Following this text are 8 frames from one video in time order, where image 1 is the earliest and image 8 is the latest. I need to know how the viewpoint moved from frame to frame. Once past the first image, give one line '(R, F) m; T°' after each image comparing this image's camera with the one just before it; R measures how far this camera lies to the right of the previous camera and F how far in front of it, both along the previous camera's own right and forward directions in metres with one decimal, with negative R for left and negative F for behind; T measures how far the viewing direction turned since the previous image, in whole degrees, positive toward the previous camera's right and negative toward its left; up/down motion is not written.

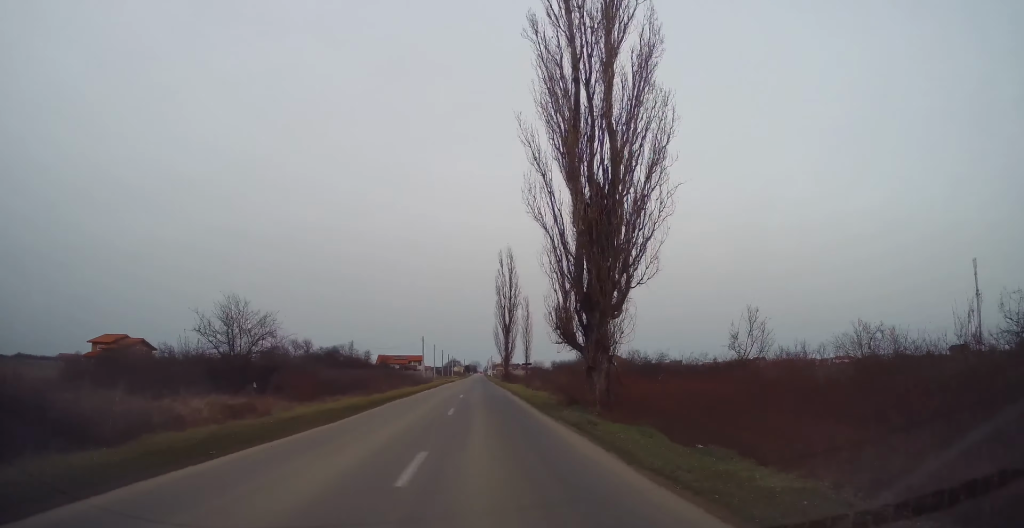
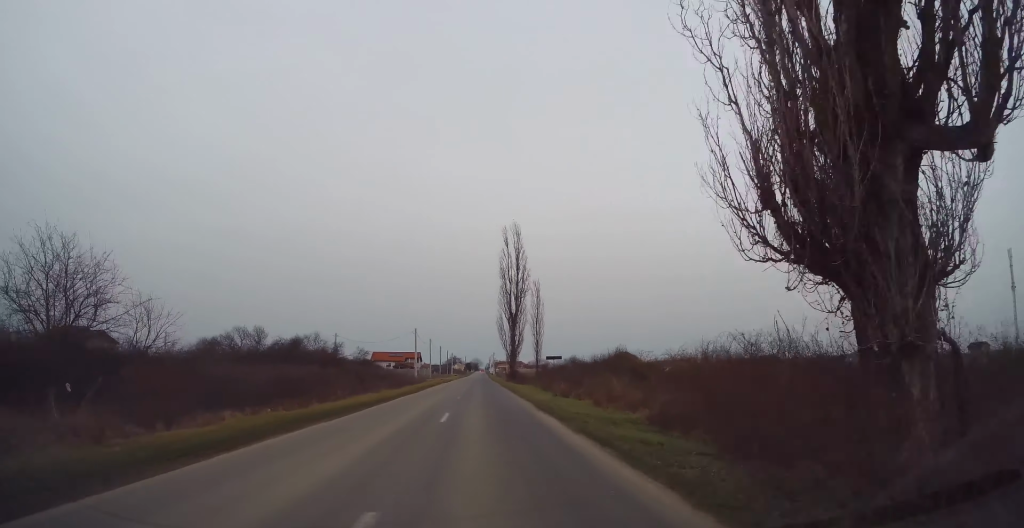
(0.0, +16.0) m; 0°
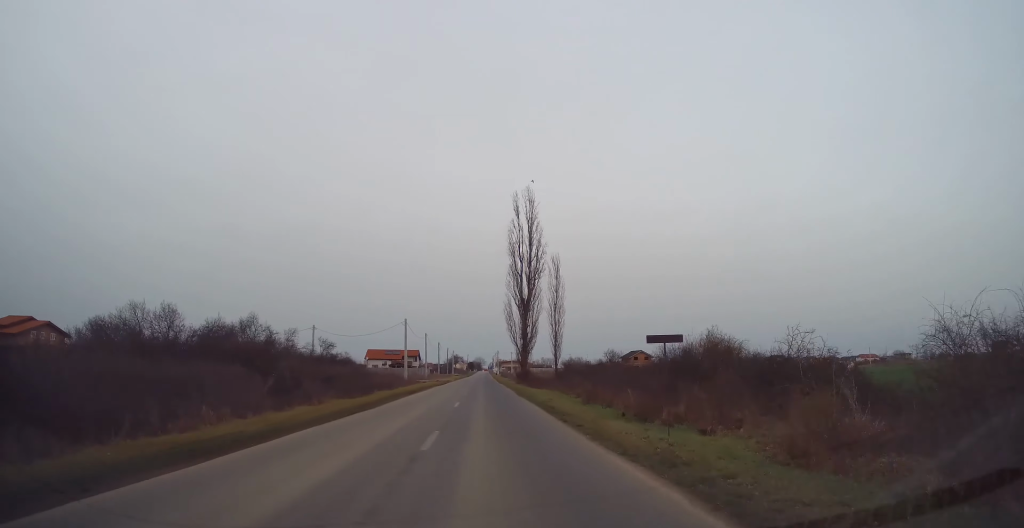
(0.0, +17.3) m; 0°
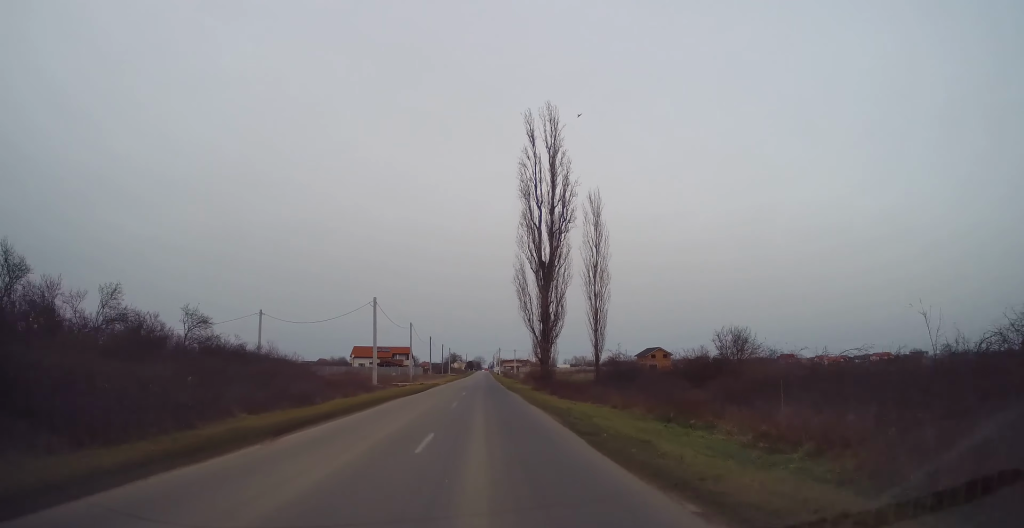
(+0.1, +23.4) m; 0°
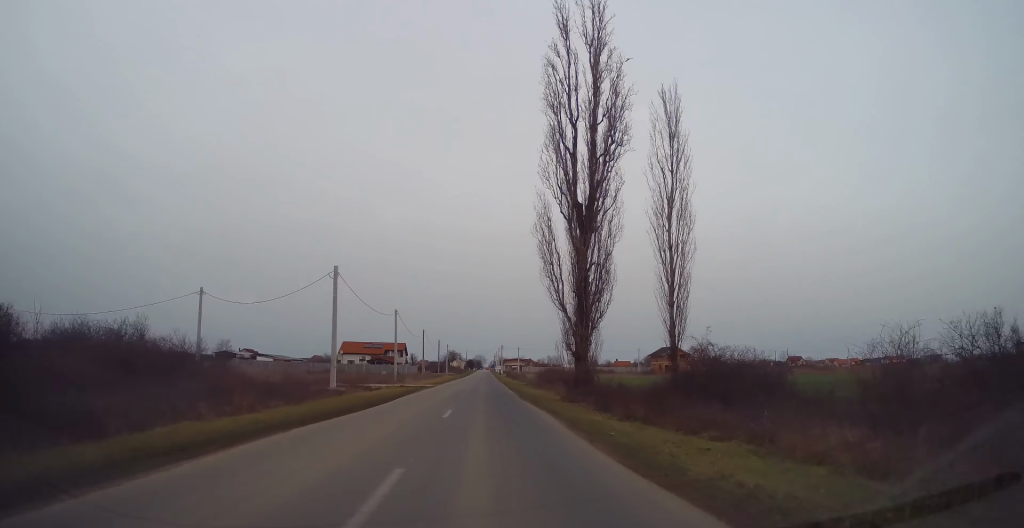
(-0.1, +16.5) m; 0°
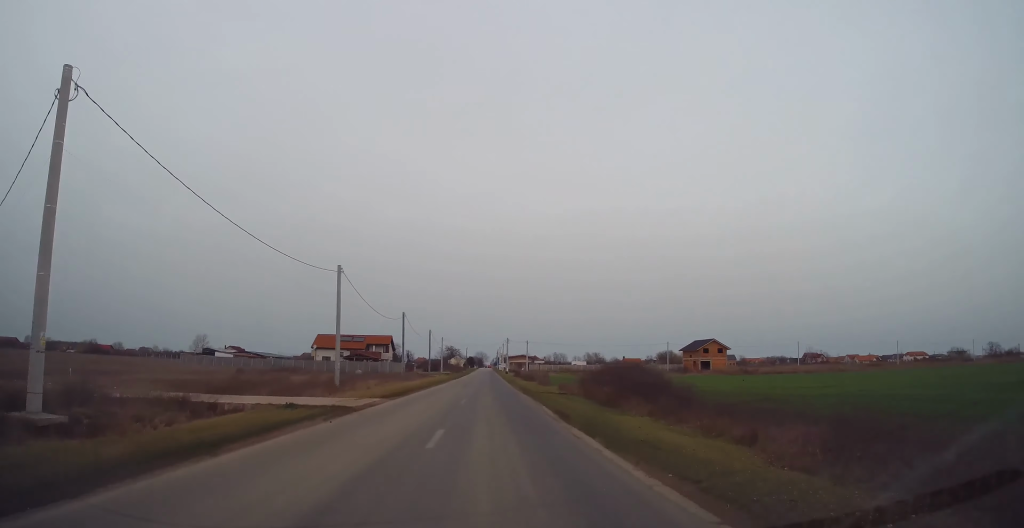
(-0.1, +29.5) m; -1°
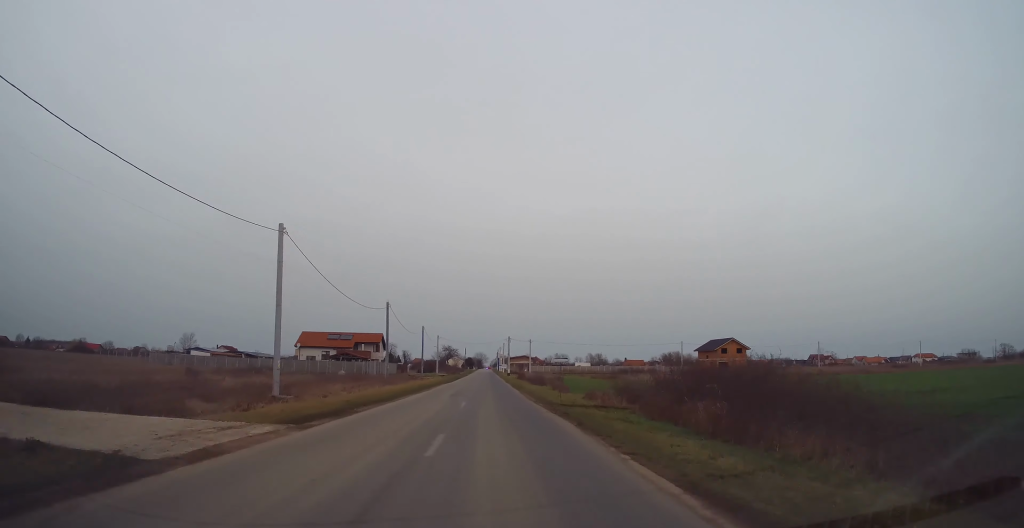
(-0.1, +12.4) m; +1°
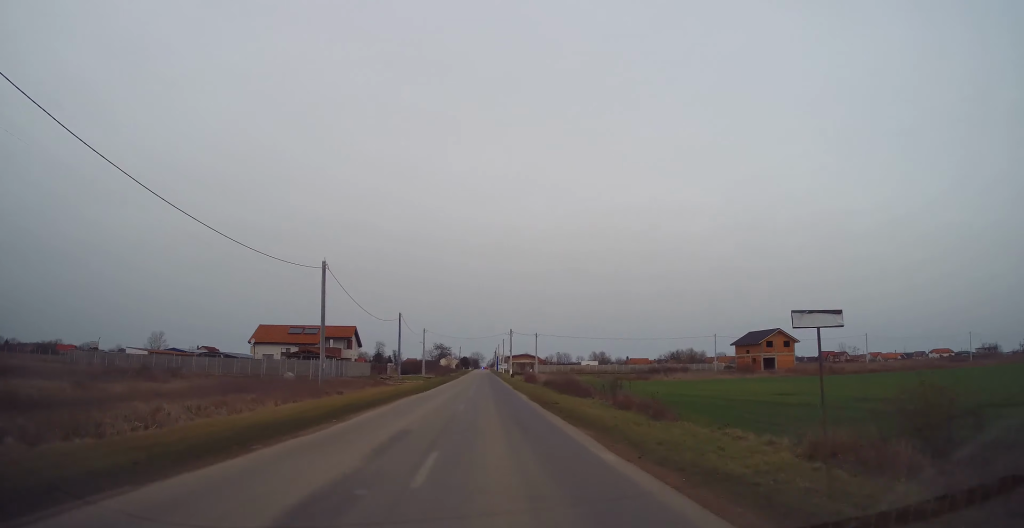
(+0.4, +24.9) m; +1°
